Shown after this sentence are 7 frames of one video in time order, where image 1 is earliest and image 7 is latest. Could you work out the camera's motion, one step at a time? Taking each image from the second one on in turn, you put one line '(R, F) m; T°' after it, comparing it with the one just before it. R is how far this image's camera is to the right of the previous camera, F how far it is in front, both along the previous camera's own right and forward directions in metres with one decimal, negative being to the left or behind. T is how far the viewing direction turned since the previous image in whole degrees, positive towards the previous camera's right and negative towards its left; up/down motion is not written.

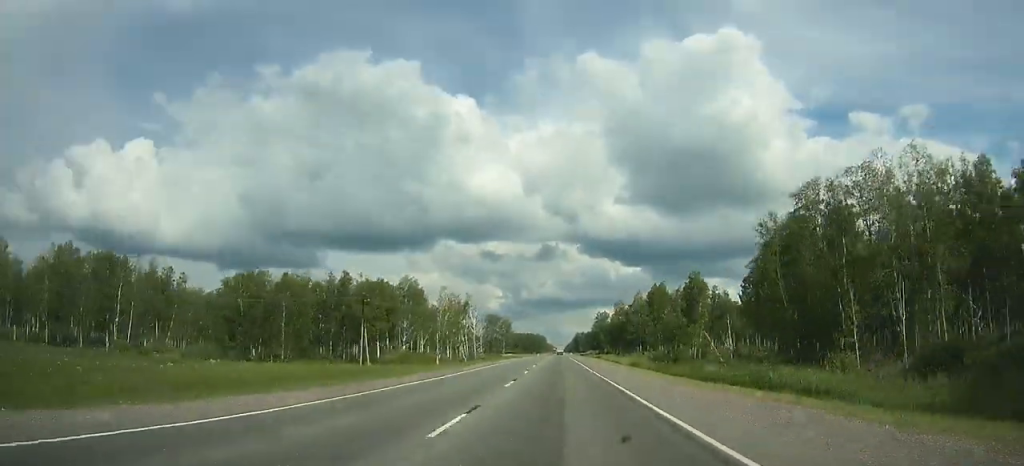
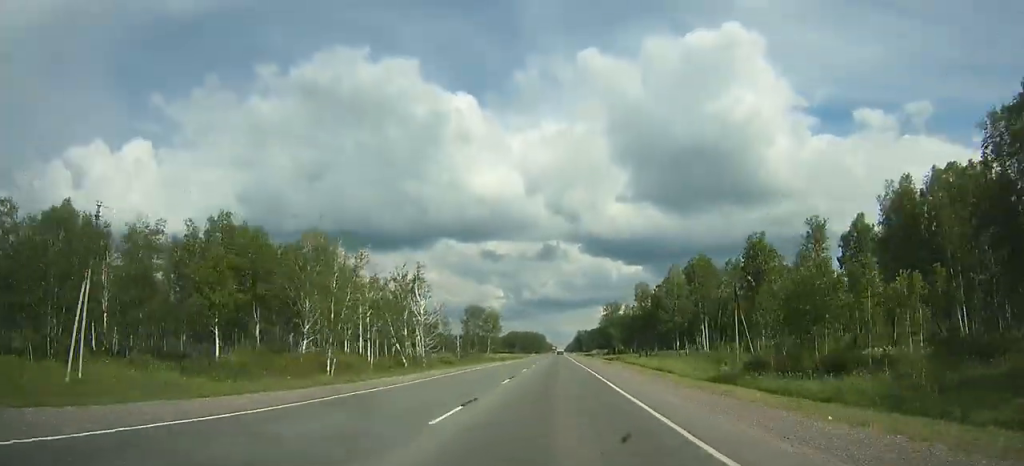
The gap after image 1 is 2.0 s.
(0.0, +58.2) m; 0°
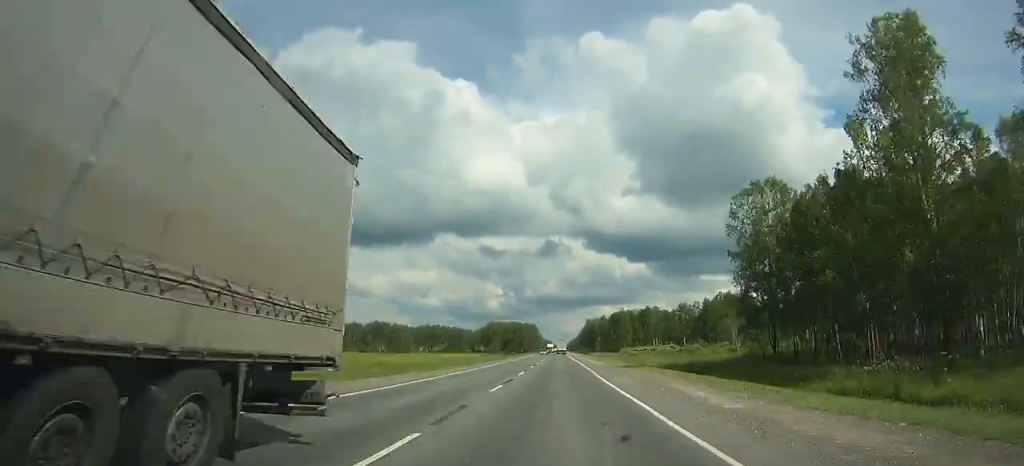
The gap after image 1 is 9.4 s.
(-0.6, +215.7) m; 0°
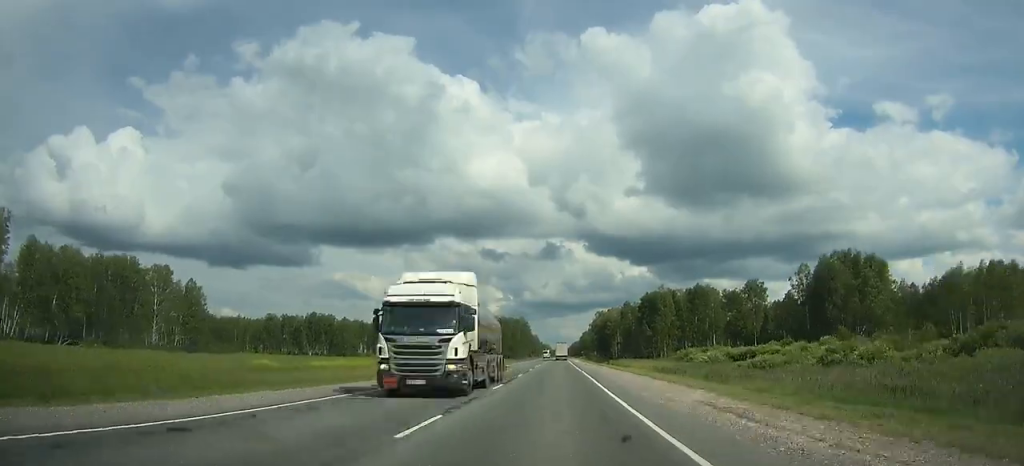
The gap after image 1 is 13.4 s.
(+0.4, +120.2) m; 0°
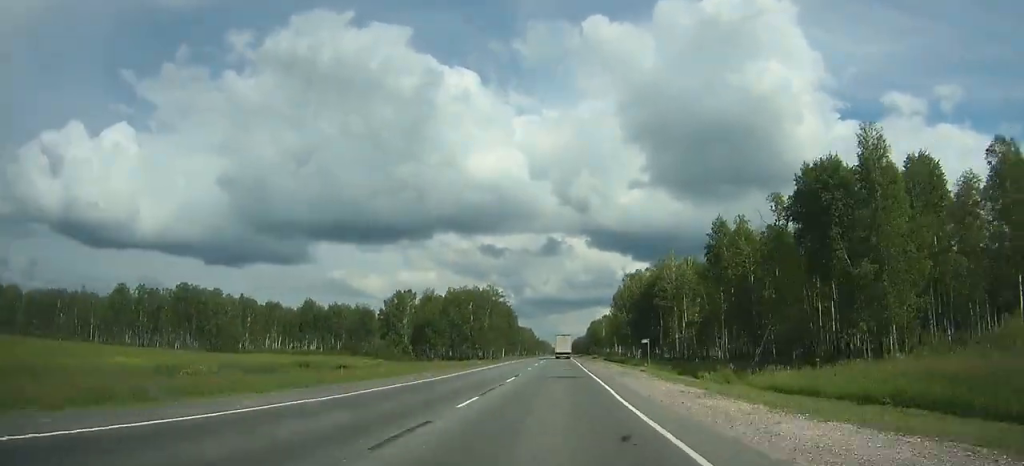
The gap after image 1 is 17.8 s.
(-0.2, +126.9) m; 0°
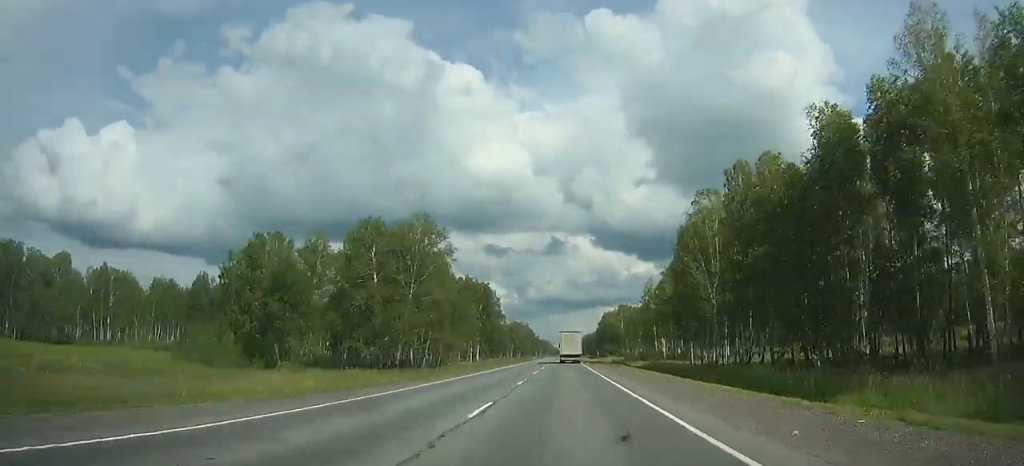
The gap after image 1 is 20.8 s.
(-0.1, +82.8) m; 0°
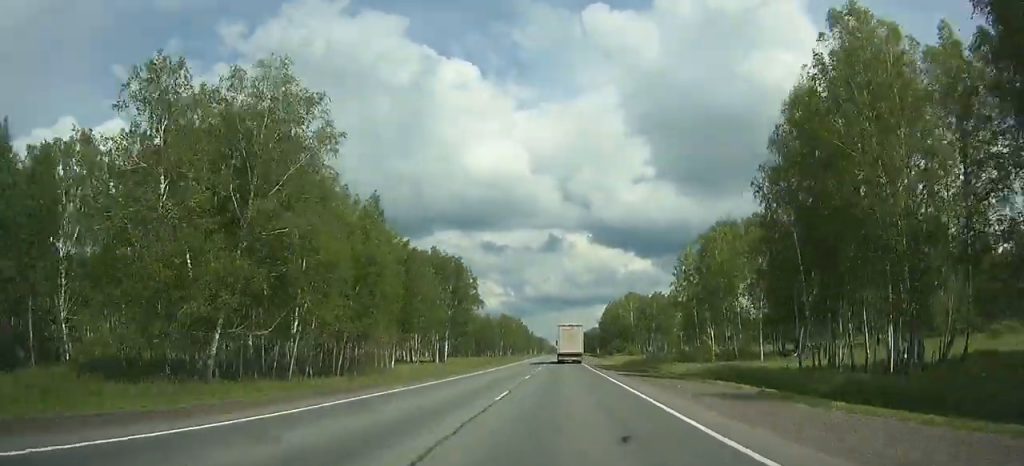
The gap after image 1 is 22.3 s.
(0.0, +40.8) m; 0°
